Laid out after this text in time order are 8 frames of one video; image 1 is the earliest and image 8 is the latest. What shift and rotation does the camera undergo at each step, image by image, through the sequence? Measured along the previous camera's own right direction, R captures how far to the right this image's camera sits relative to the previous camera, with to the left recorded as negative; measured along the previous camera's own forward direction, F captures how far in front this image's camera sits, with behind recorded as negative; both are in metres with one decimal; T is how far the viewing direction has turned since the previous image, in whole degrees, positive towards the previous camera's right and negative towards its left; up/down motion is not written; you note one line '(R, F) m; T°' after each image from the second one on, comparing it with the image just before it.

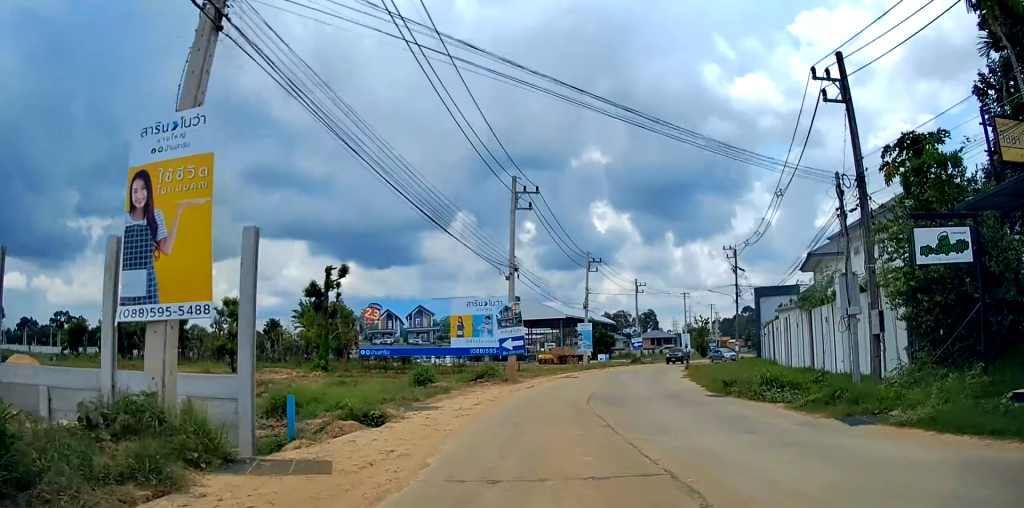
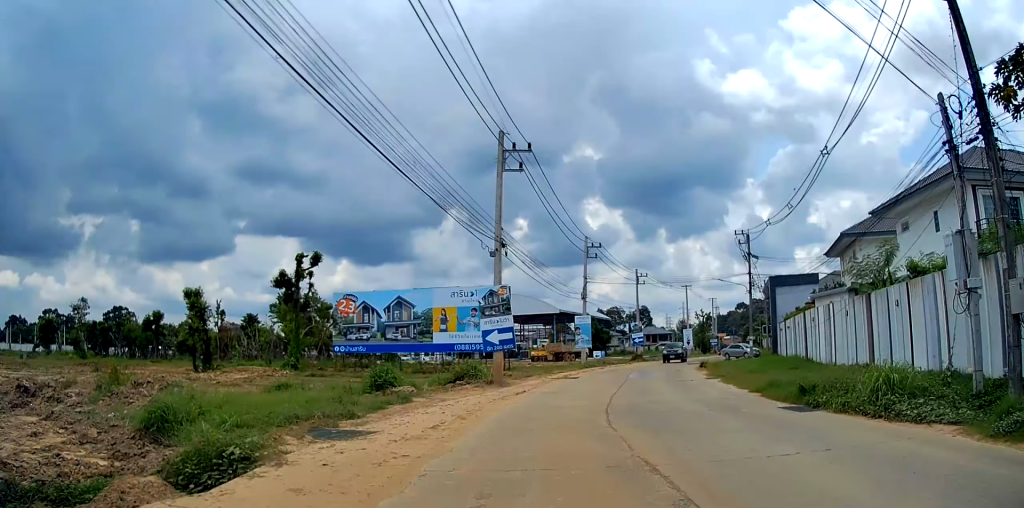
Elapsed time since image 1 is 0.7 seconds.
(+0.5, +6.2) m; +4°
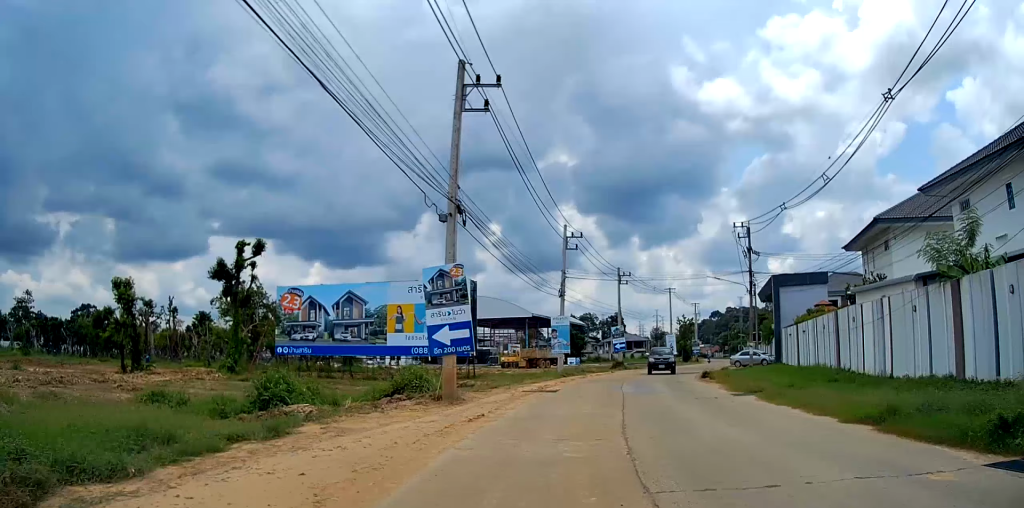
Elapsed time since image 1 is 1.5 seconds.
(+0.1, +6.6) m; +5°
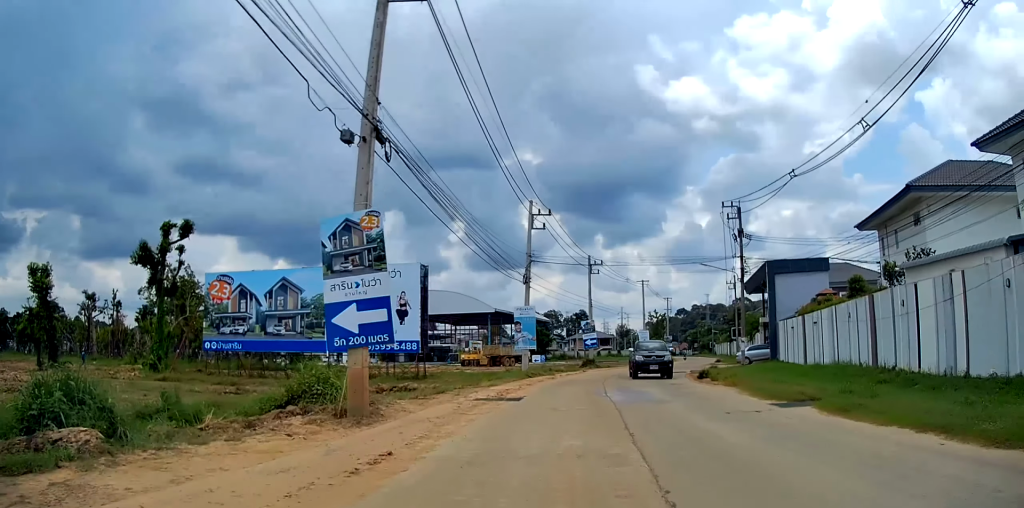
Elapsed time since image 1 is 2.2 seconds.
(+0.2, +6.2) m; +4°
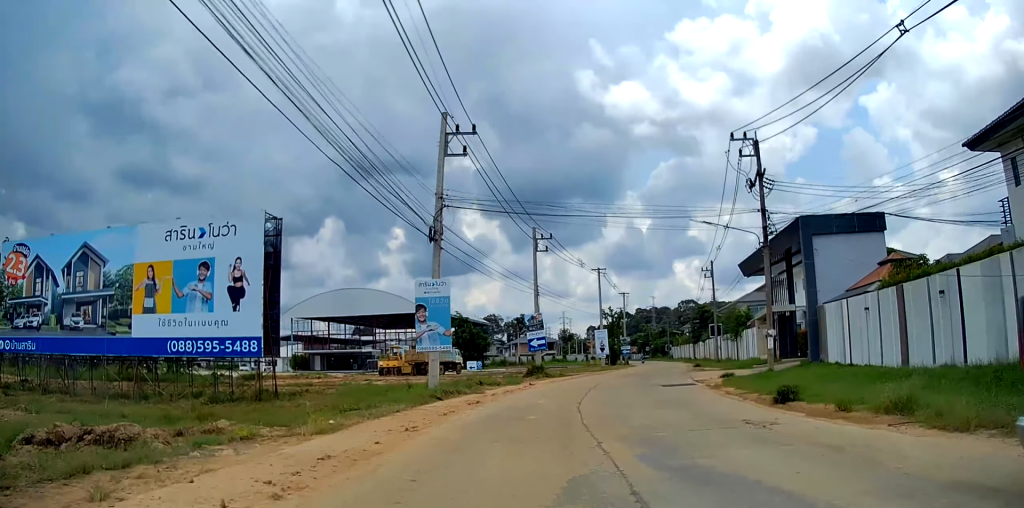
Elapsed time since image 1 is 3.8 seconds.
(+0.9, +14.6) m; -2°
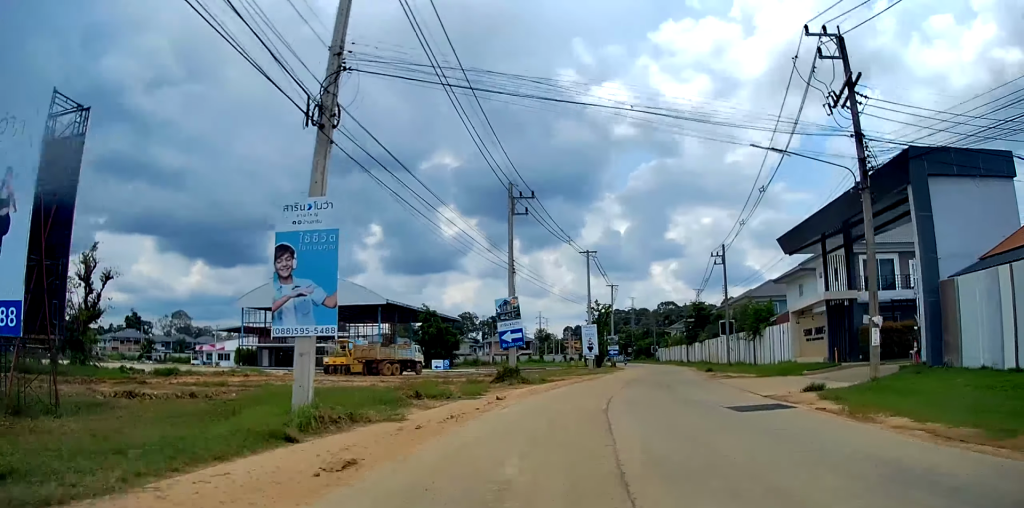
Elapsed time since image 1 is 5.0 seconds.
(-0.8, +10.9) m; 0°
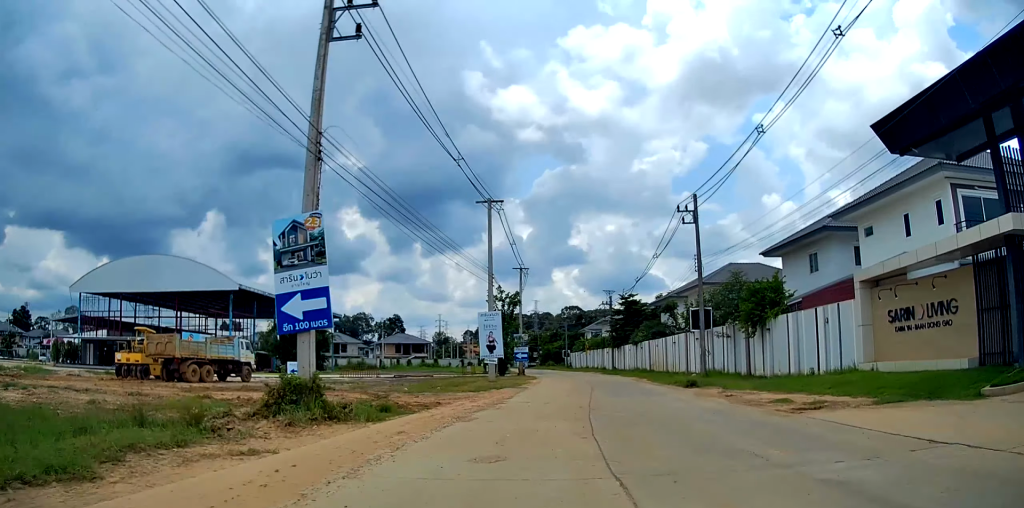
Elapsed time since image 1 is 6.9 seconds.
(+1.4, +18.6) m; +8°
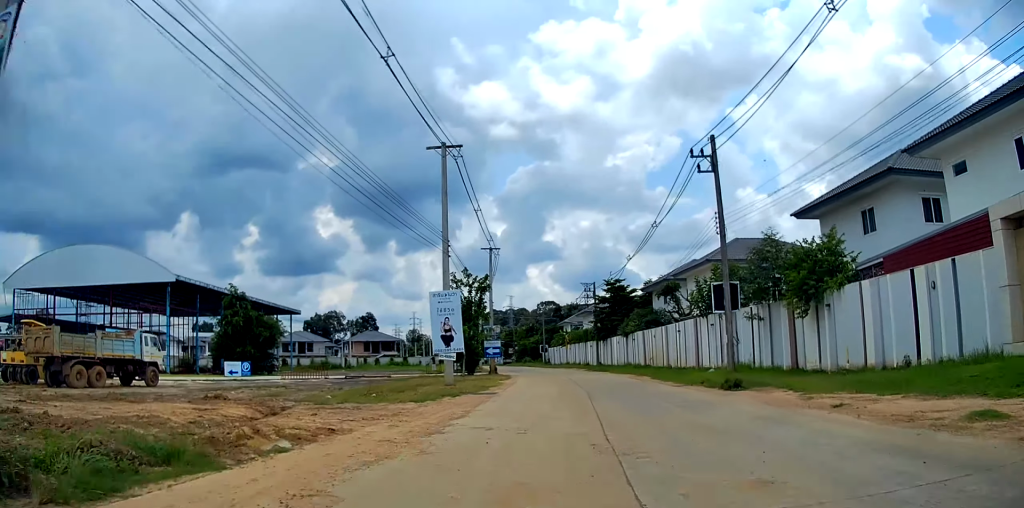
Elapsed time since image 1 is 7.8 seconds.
(+0.5, +8.7) m; +3°
